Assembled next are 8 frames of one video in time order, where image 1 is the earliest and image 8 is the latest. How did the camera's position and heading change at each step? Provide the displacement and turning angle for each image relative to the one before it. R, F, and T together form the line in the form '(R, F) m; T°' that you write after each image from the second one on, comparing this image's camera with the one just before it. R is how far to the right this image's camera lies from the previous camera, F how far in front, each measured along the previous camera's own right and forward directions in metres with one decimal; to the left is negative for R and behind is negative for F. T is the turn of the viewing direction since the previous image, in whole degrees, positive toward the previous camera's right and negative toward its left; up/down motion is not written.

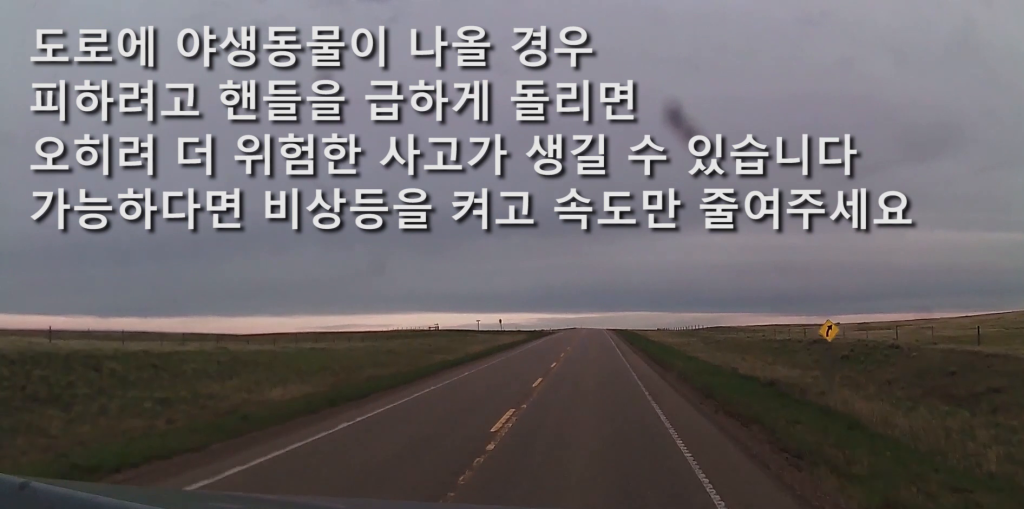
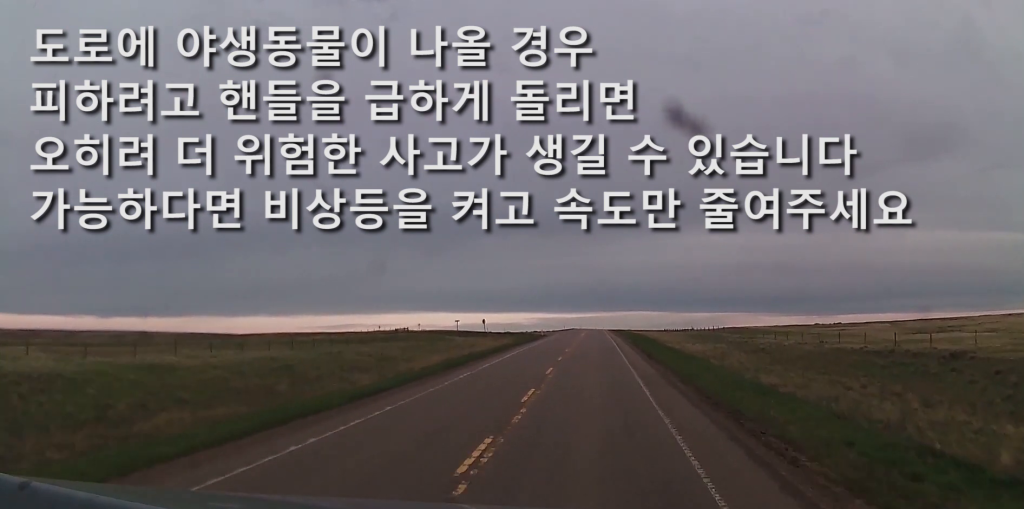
(+0.1, +22.1) m; 0°
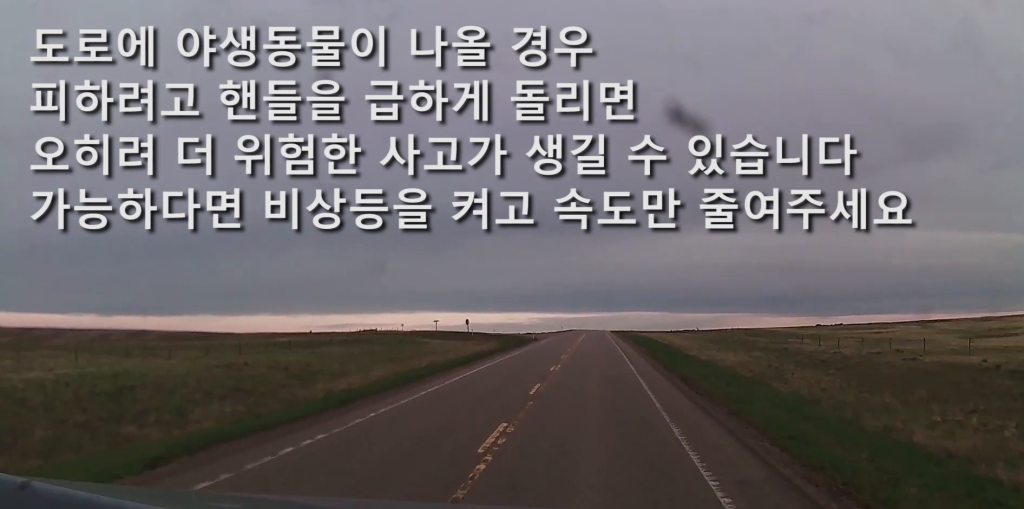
(0.0, +16.4) m; 0°
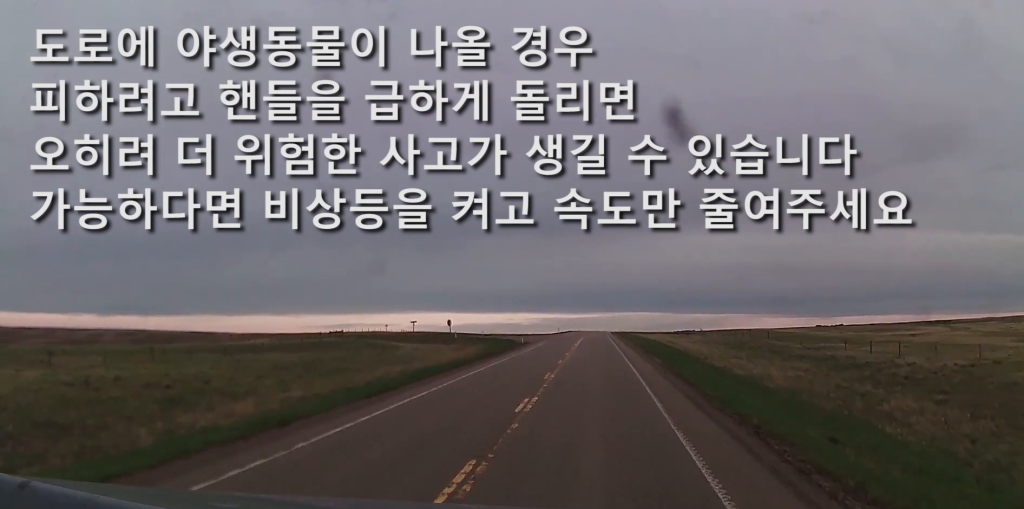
(0.0, +12.9) m; 0°
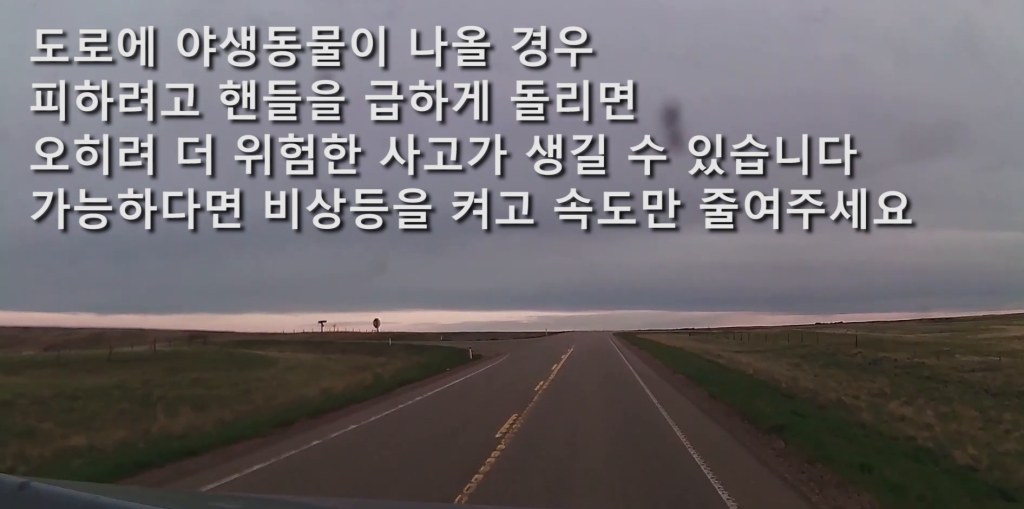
(0.0, +30.9) m; 0°
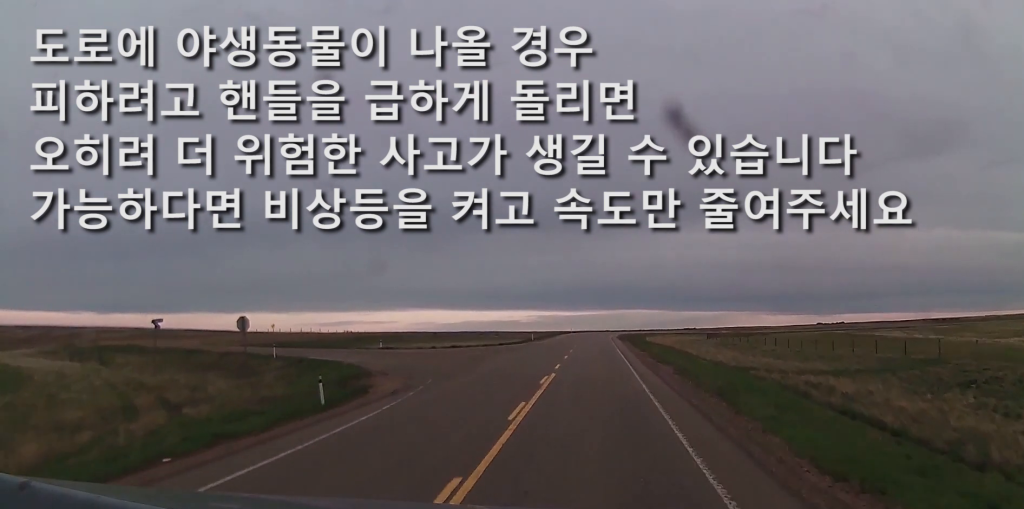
(0.0, +25.1) m; 0°
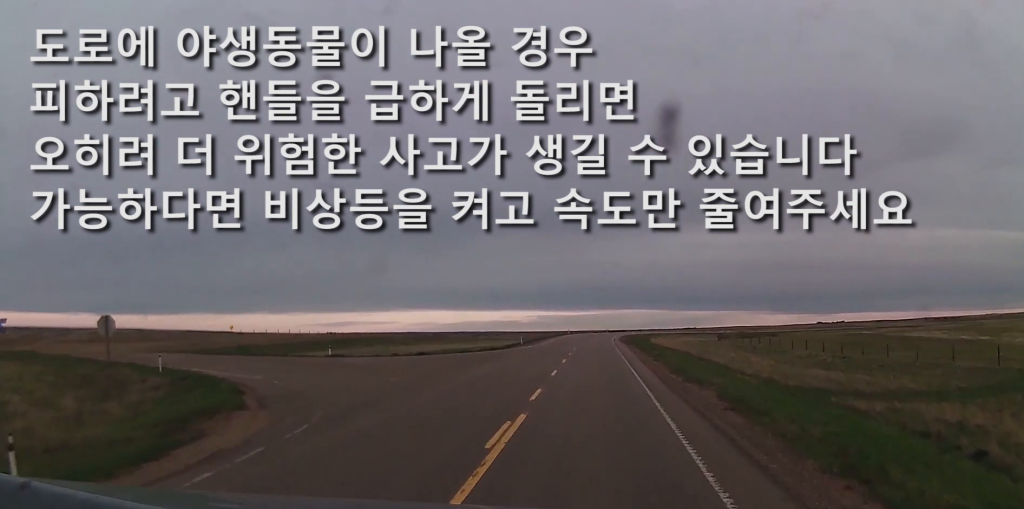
(0.0, +12.3) m; 0°
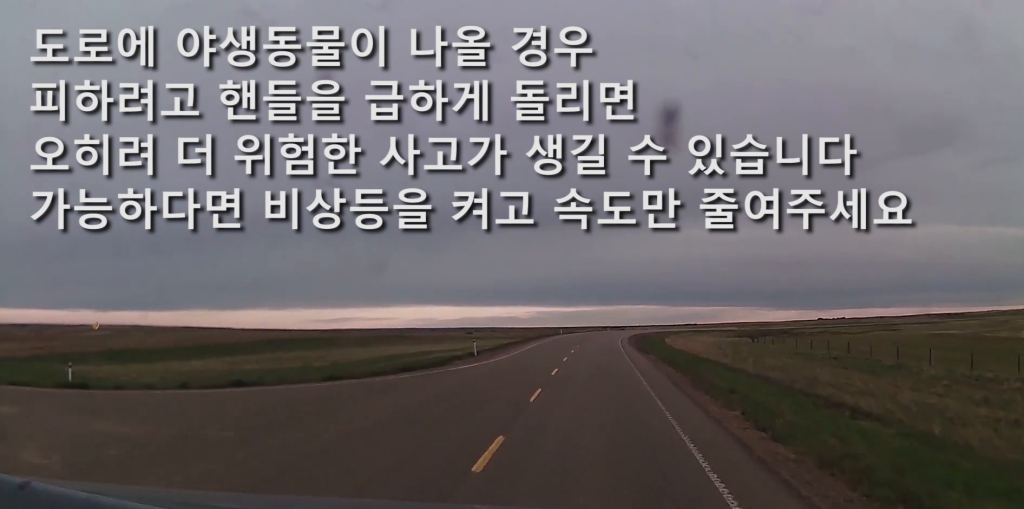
(0.0, +27.4) m; 0°
